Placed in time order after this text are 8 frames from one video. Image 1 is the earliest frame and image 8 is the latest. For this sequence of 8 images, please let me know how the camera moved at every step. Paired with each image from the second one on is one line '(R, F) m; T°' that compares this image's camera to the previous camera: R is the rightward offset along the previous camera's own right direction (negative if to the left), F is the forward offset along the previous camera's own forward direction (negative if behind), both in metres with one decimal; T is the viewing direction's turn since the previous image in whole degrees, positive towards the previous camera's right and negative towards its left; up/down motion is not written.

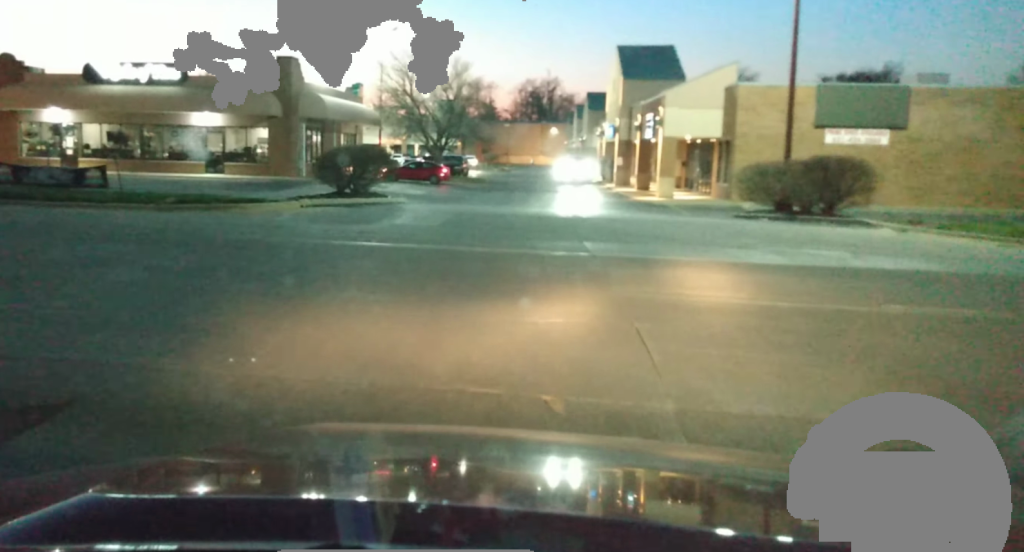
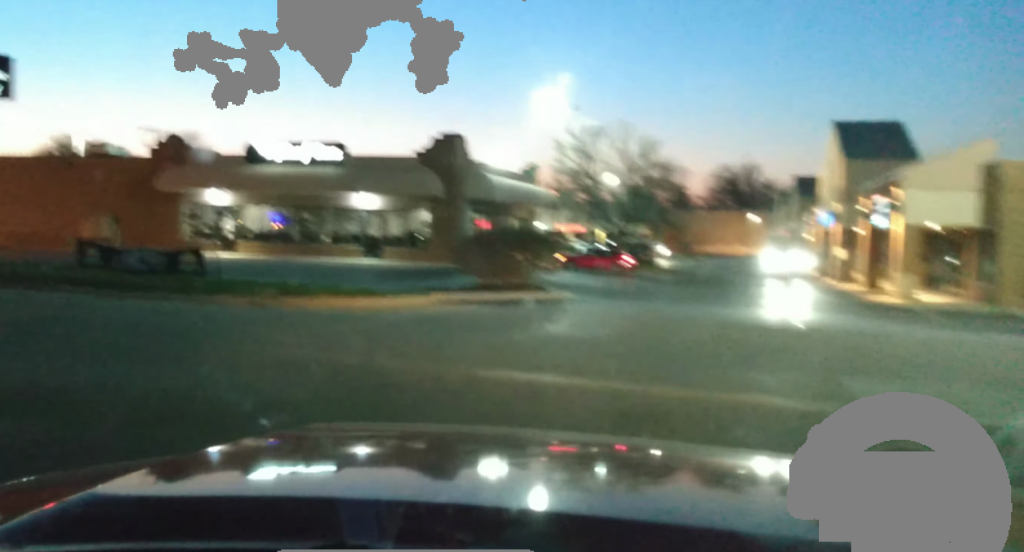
(-0.9, +6.6) m; -20°
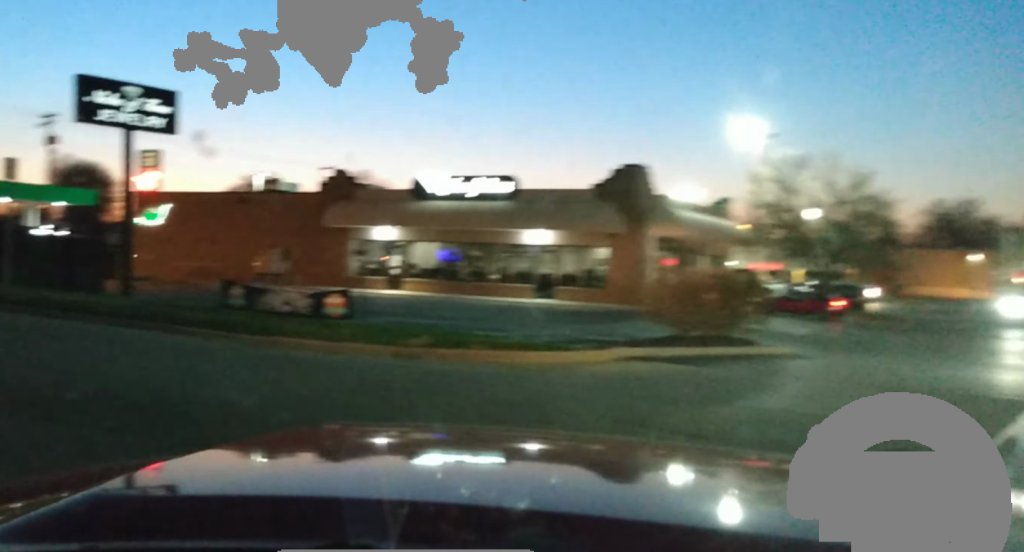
(-0.1, +2.5) m; -9°
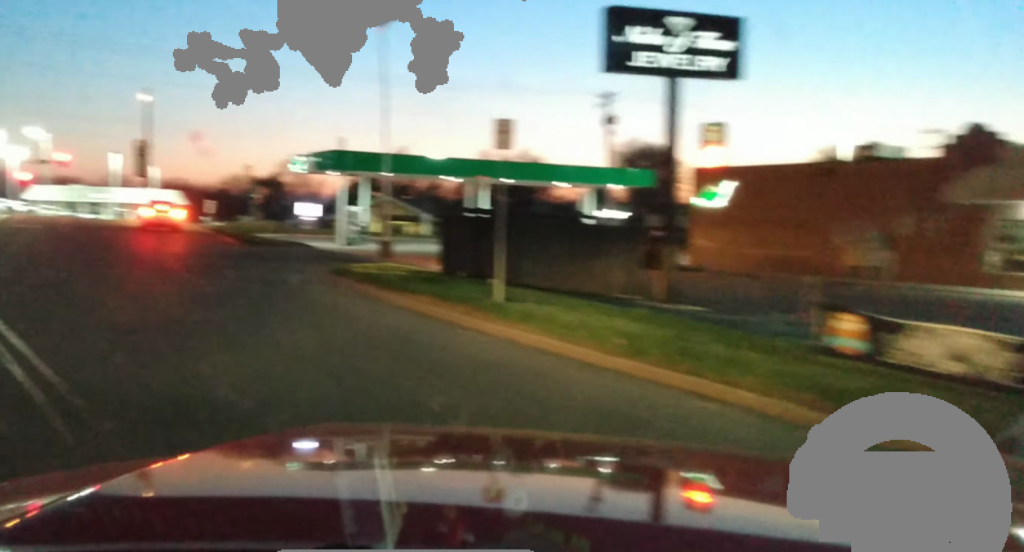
(-1.5, +6.8) m; -27°
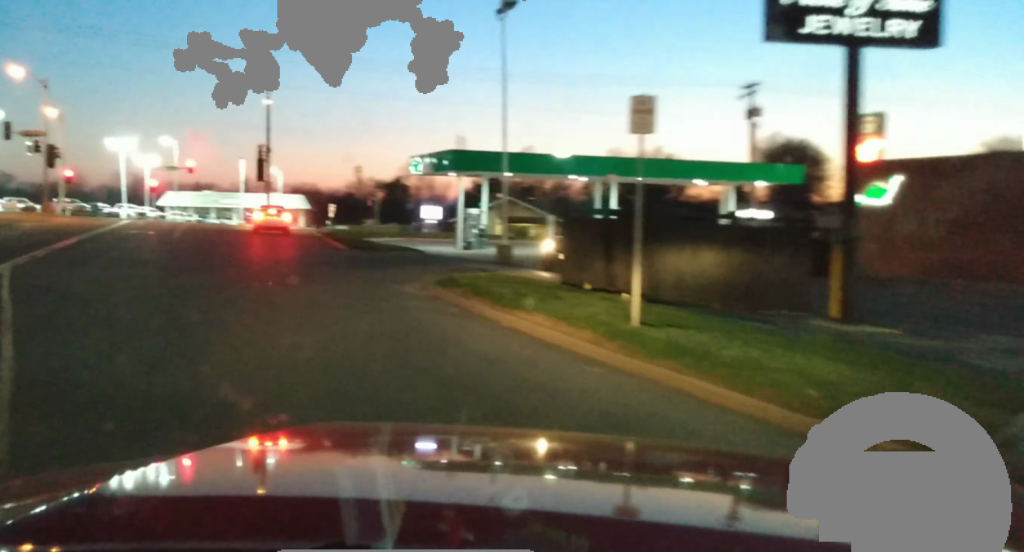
(-0.3, +2.7) m; -8°
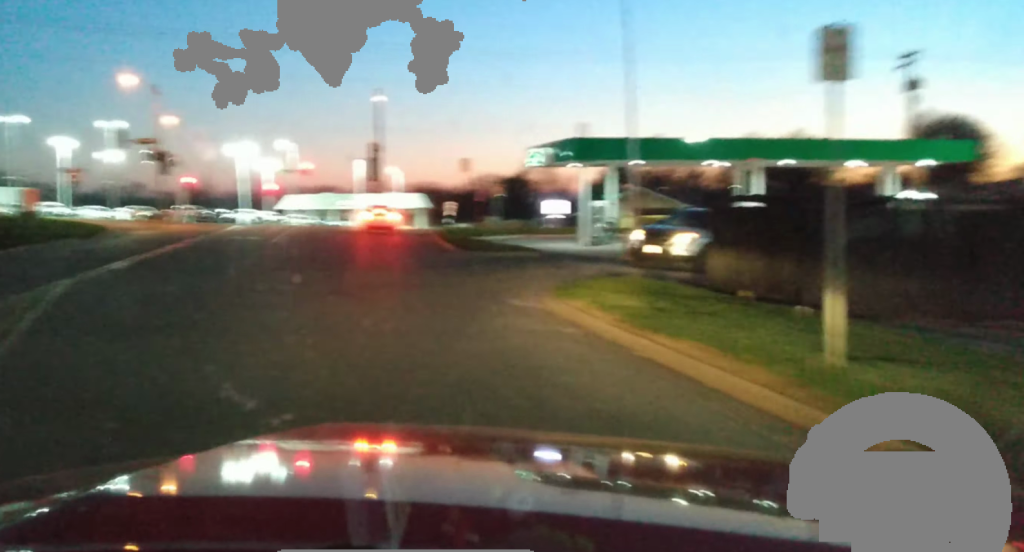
(-0.1, +3.0) m; -8°
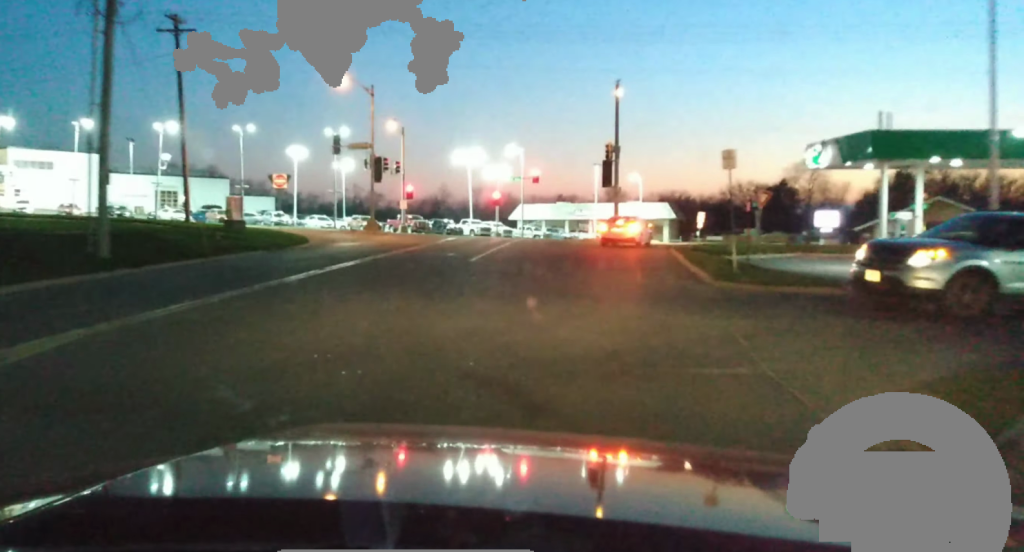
(-0.9, +7.4) m; -10°
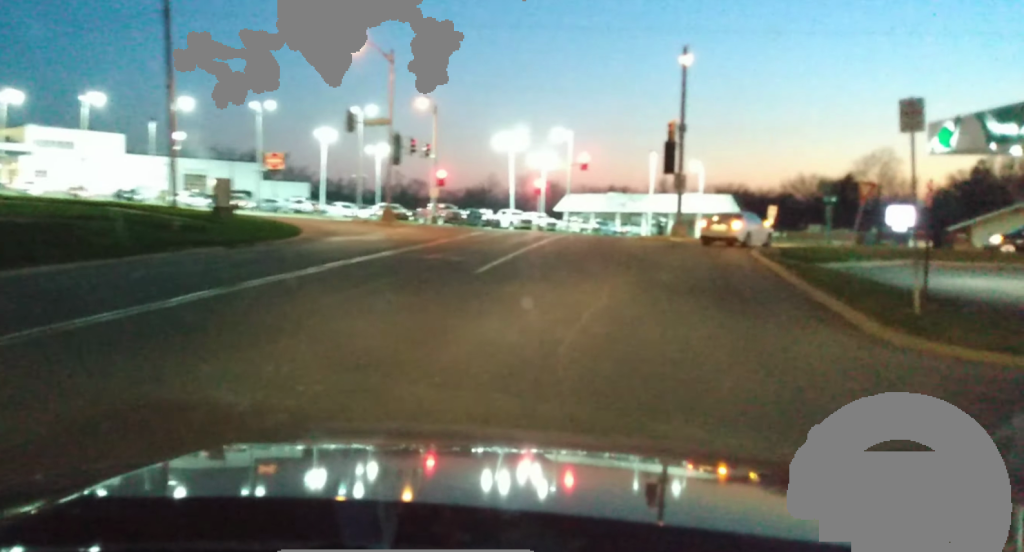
(-0.4, +9.4) m; -2°
